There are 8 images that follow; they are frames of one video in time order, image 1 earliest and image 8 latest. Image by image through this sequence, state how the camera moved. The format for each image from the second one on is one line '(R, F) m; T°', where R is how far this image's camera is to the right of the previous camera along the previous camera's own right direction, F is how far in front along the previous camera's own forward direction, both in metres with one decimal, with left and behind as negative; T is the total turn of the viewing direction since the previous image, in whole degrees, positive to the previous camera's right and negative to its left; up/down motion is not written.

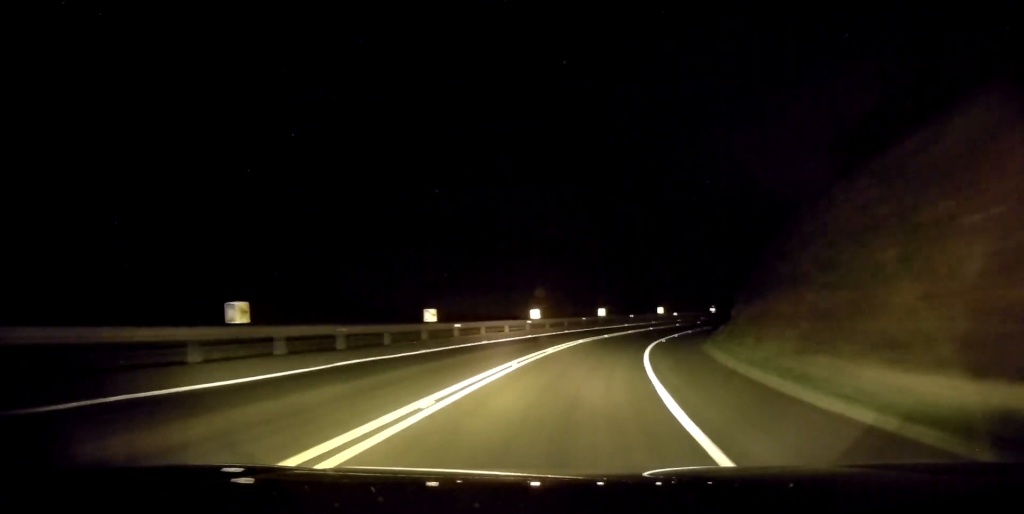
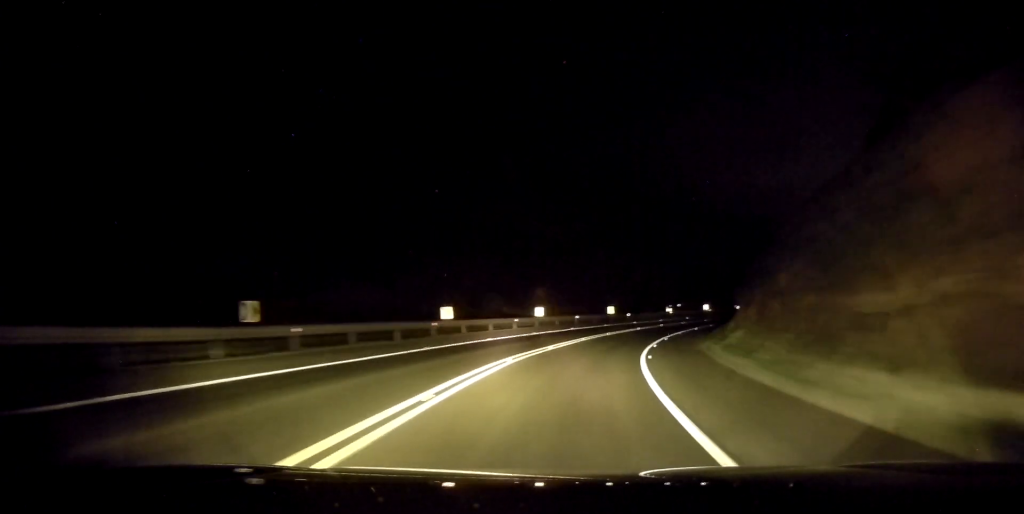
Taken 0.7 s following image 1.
(+1.0, +13.7) m; +7°
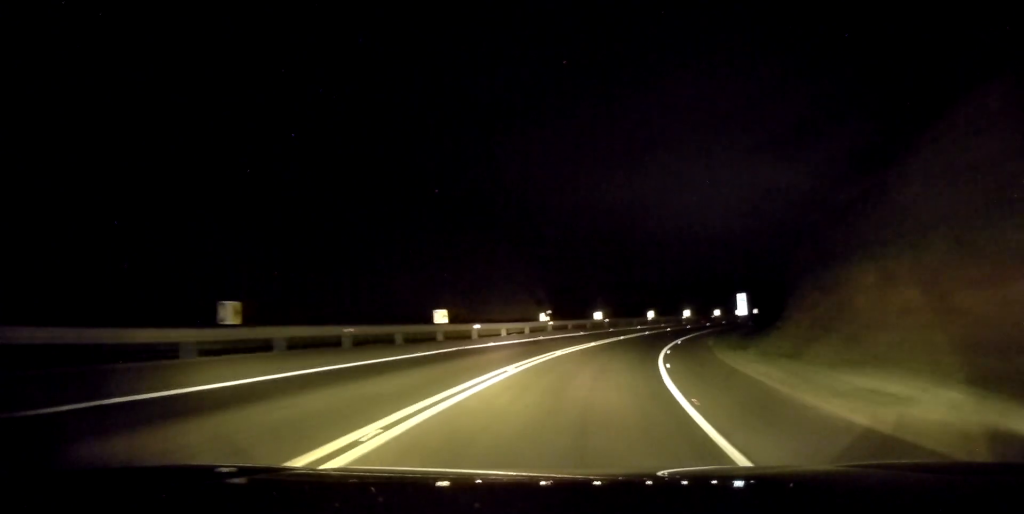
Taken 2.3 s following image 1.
(+3.2, +31.0) m; +13°
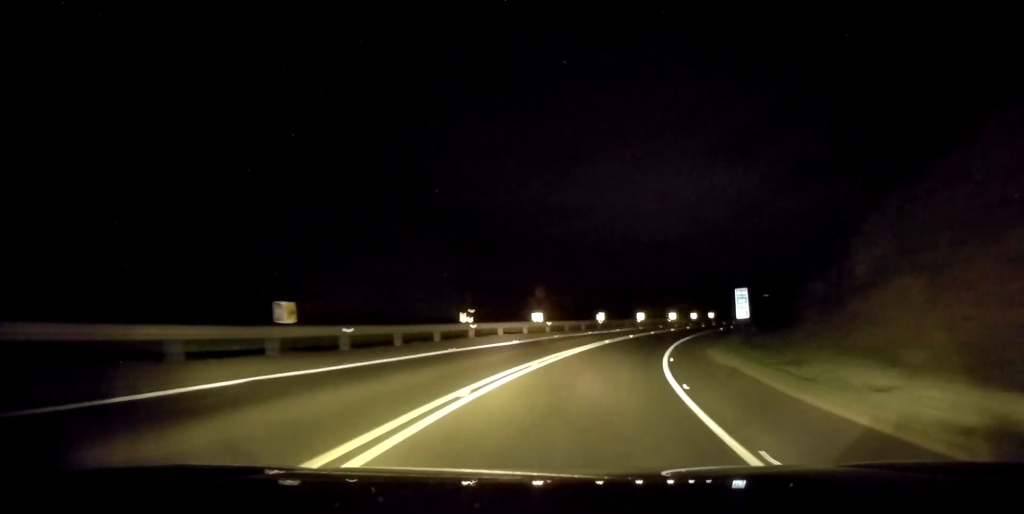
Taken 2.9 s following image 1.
(+1.0, +11.7) m; +7°
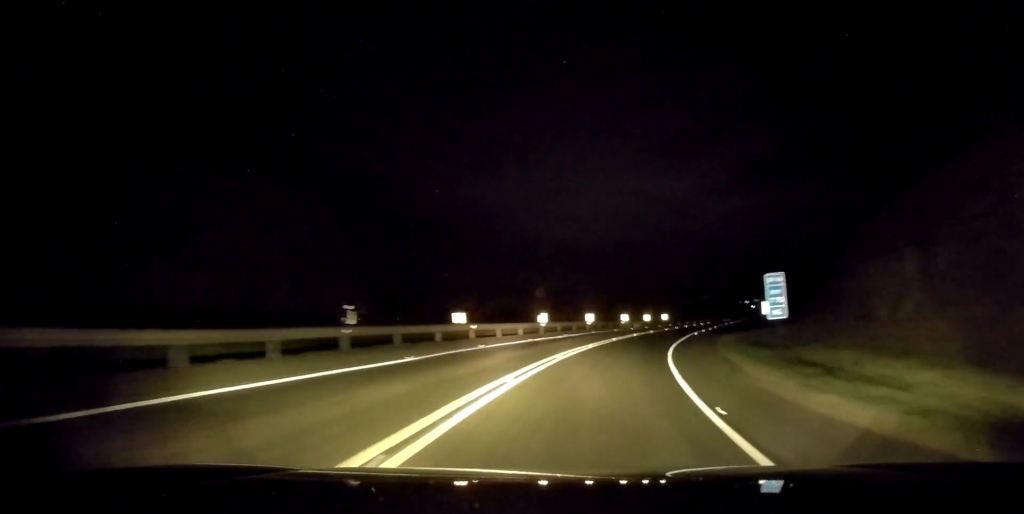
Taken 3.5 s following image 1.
(+0.4, +11.7) m; +6°
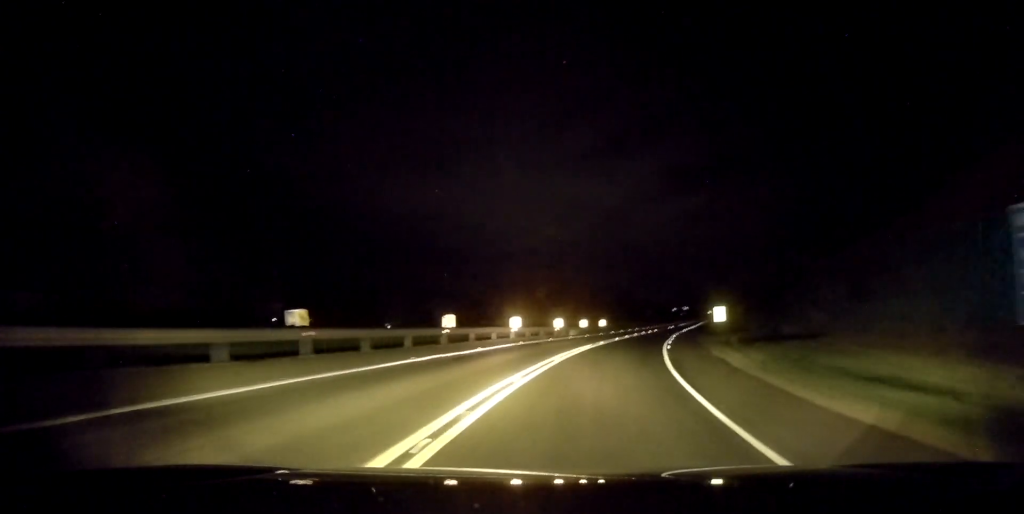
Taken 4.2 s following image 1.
(+1.0, +13.2) m; +7°
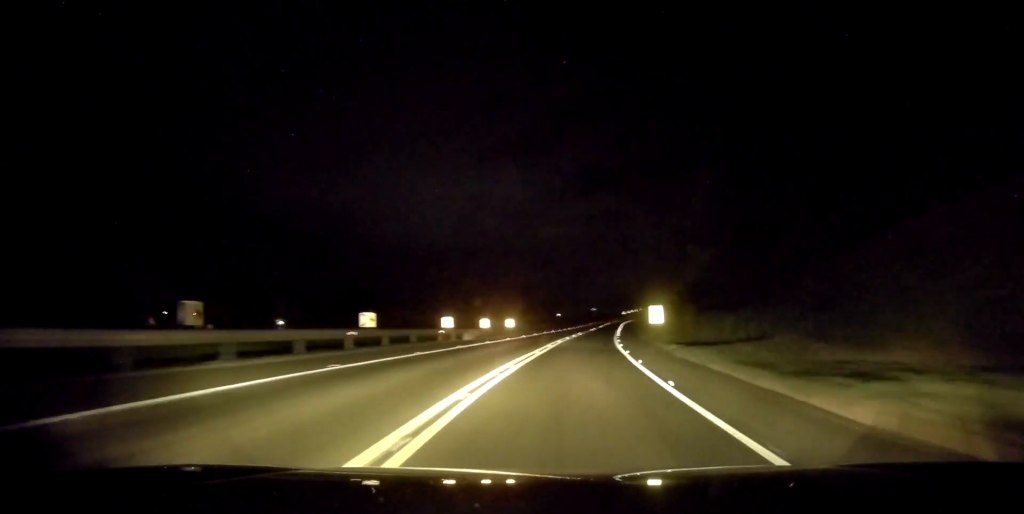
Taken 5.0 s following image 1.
(+1.4, +17.9) m; +7°
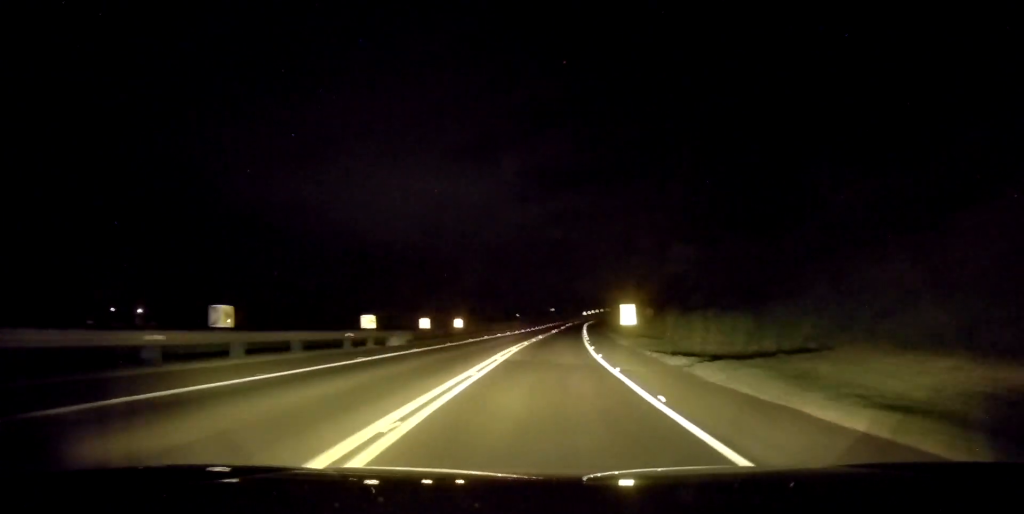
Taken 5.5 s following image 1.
(+0.3, +10.1) m; +4°
